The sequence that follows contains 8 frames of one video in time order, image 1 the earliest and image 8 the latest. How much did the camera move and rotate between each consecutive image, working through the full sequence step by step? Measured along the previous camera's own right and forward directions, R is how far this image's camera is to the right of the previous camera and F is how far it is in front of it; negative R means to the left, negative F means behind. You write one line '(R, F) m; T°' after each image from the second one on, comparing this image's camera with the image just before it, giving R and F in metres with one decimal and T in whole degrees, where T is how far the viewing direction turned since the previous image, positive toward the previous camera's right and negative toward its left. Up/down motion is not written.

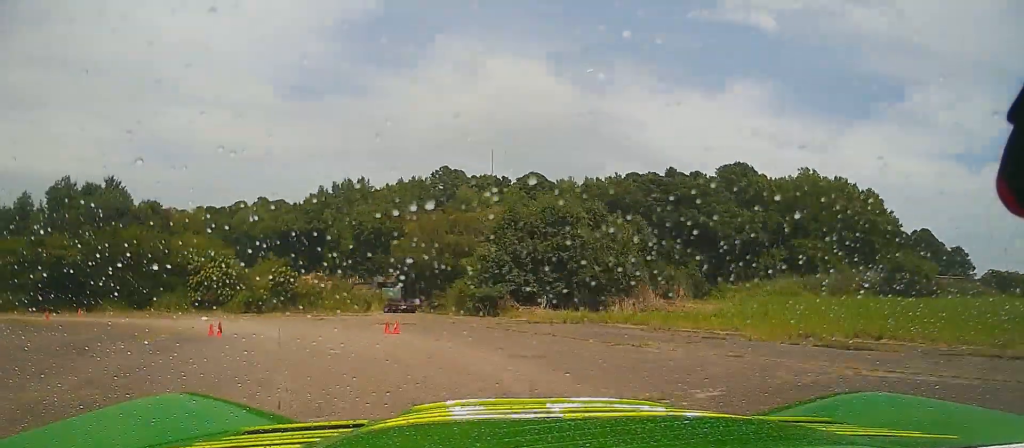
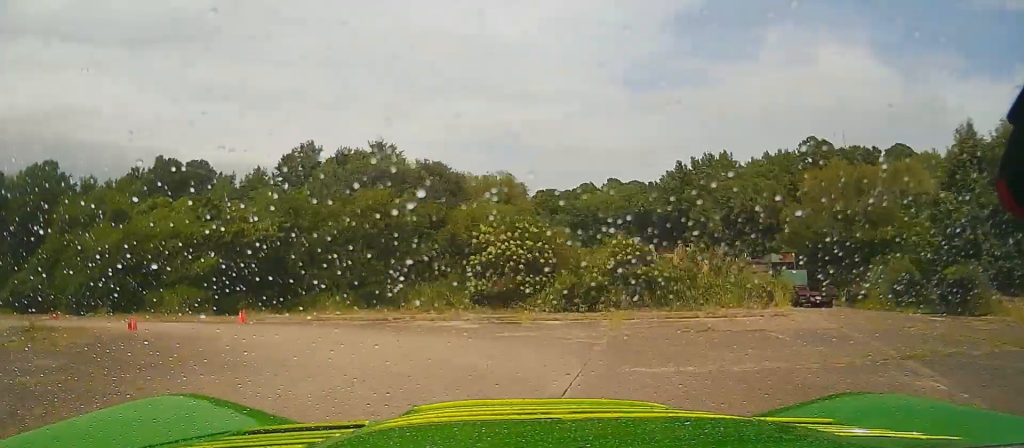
(+0.3, +6.8) m; +44°
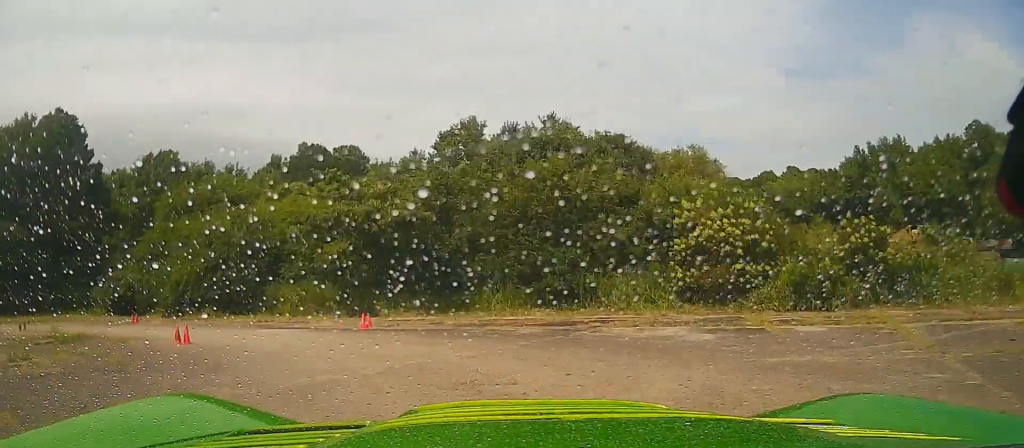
(+1.8, +2.2) m; +20°
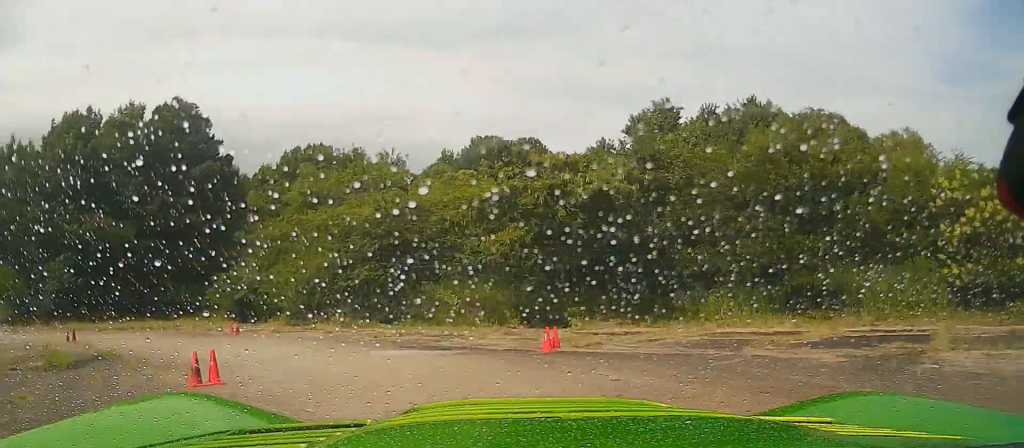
(+0.9, +2.8) m; +9°
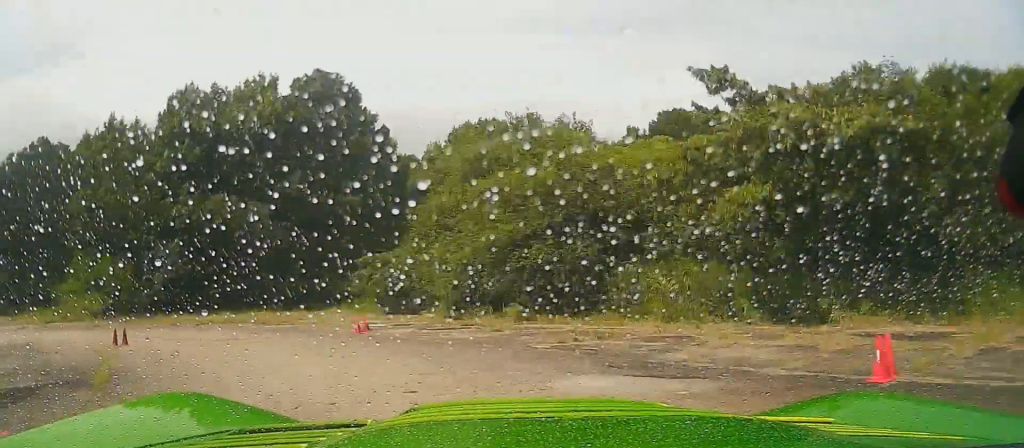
(+0.1, +2.4) m; -21°
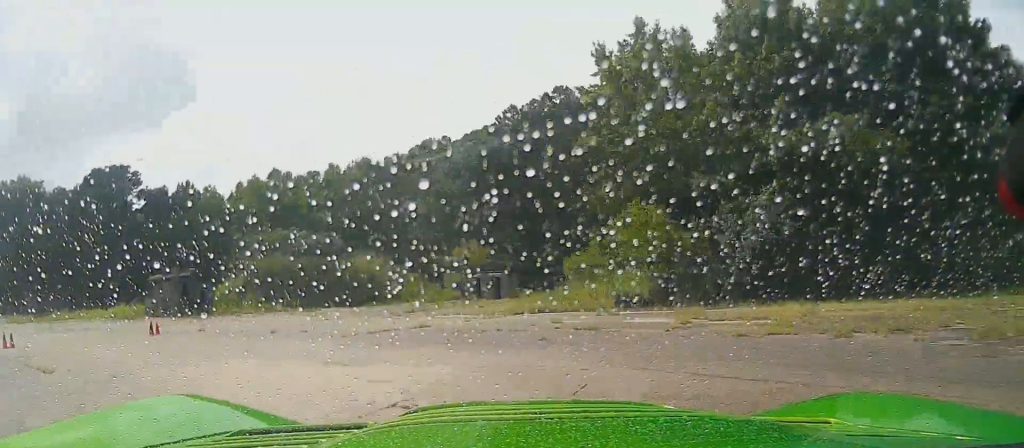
(-3.4, +5.5) m; -33°
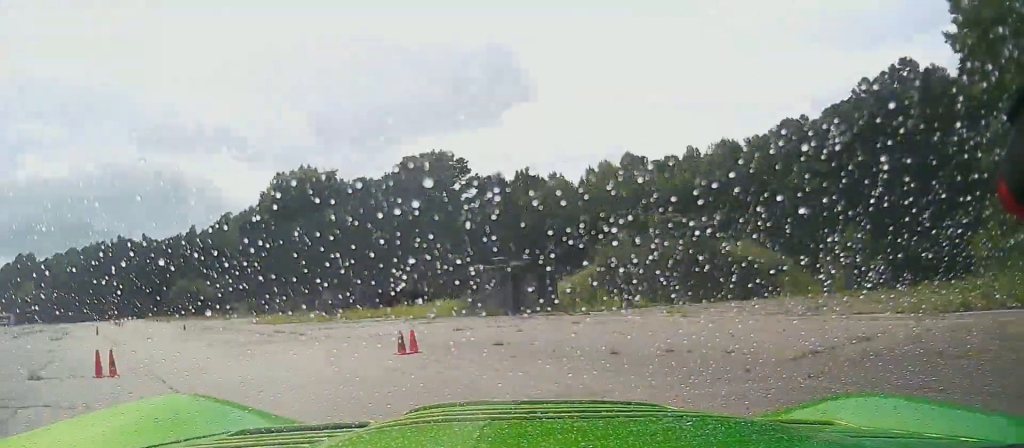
(+0.4, +3.2) m; +37°
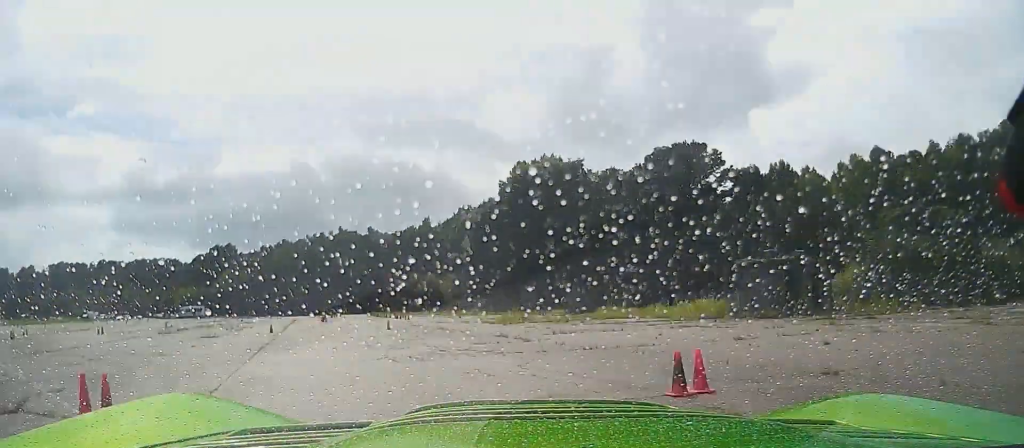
(+0.3, +1.4) m; +31°
